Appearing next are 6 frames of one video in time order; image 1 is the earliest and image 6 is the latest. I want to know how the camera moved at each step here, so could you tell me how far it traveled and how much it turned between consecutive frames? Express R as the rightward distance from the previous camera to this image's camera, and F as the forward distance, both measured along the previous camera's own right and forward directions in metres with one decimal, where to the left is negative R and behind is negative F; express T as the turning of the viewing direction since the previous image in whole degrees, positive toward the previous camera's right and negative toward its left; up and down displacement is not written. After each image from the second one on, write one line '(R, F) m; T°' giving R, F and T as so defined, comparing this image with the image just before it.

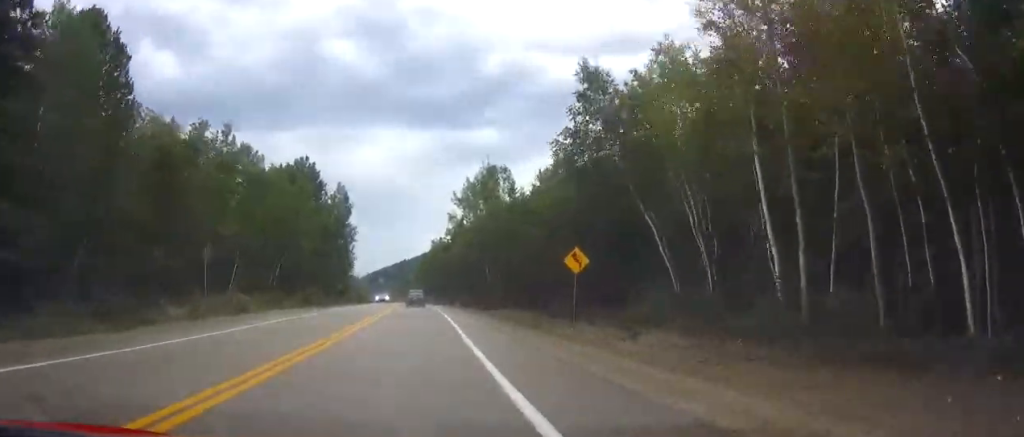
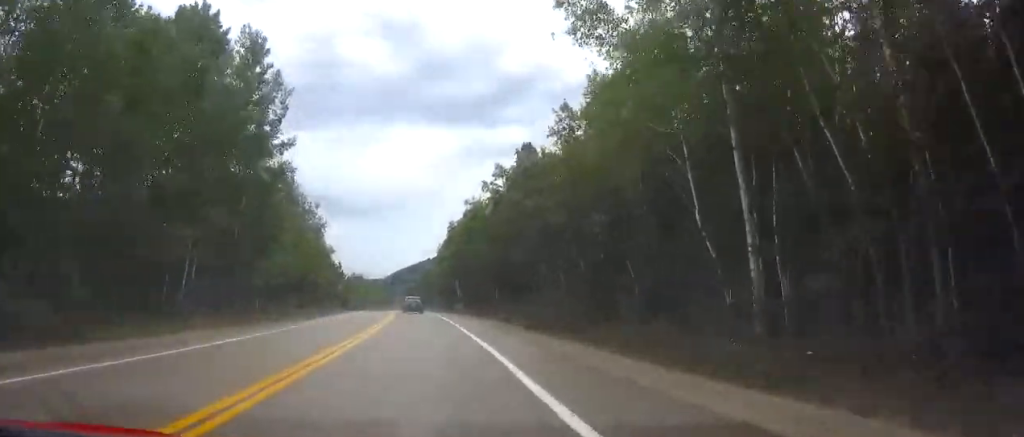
(-1.9, +58.4) m; -3°
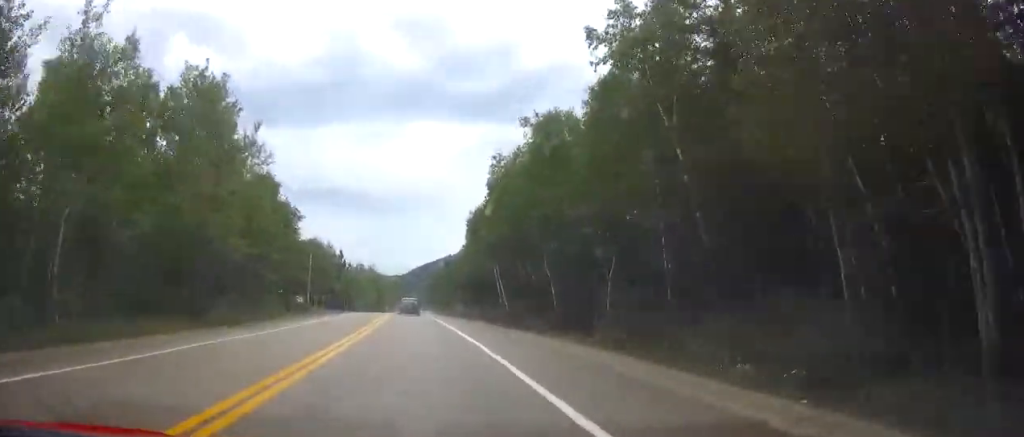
(-0.2, +35.6) m; -1°
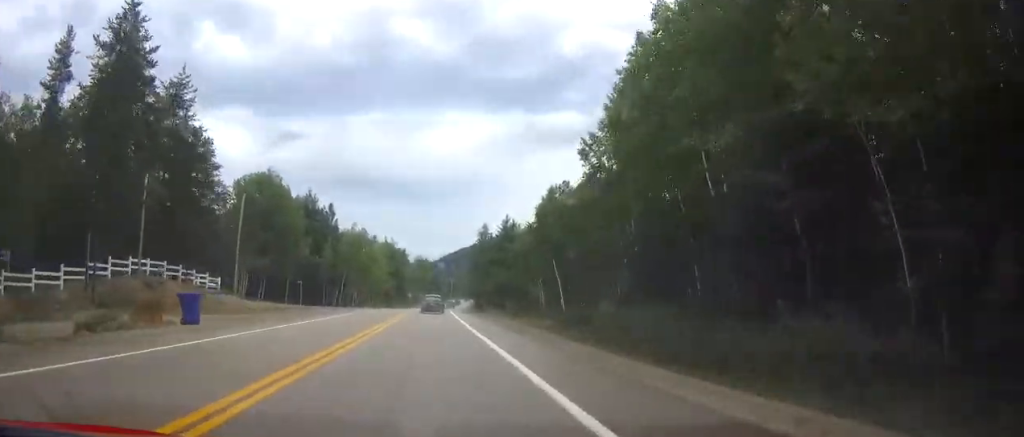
(-1.6, +59.4) m; -2°
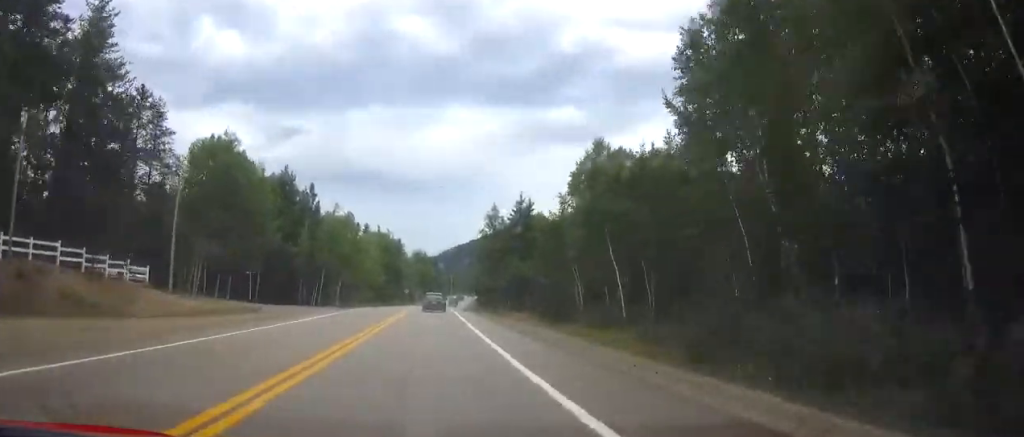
(0.0, +15.2) m; 0°
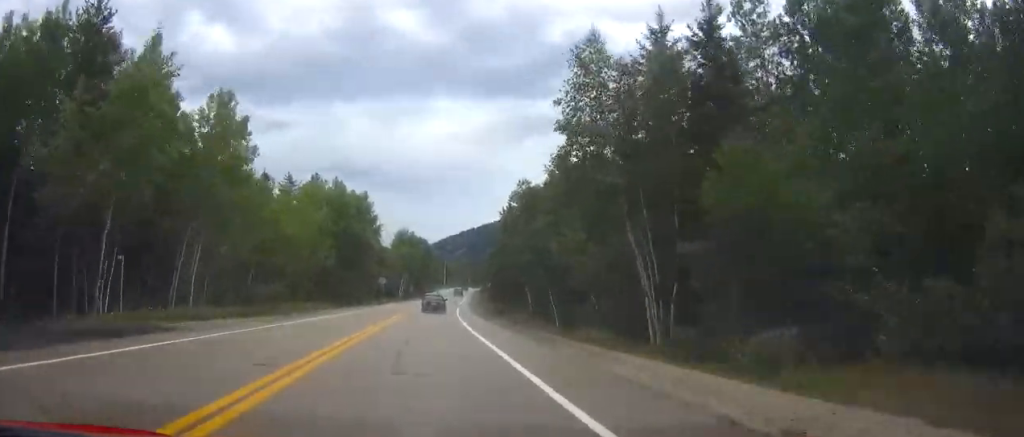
(0.0, +49.0) m; +1°
